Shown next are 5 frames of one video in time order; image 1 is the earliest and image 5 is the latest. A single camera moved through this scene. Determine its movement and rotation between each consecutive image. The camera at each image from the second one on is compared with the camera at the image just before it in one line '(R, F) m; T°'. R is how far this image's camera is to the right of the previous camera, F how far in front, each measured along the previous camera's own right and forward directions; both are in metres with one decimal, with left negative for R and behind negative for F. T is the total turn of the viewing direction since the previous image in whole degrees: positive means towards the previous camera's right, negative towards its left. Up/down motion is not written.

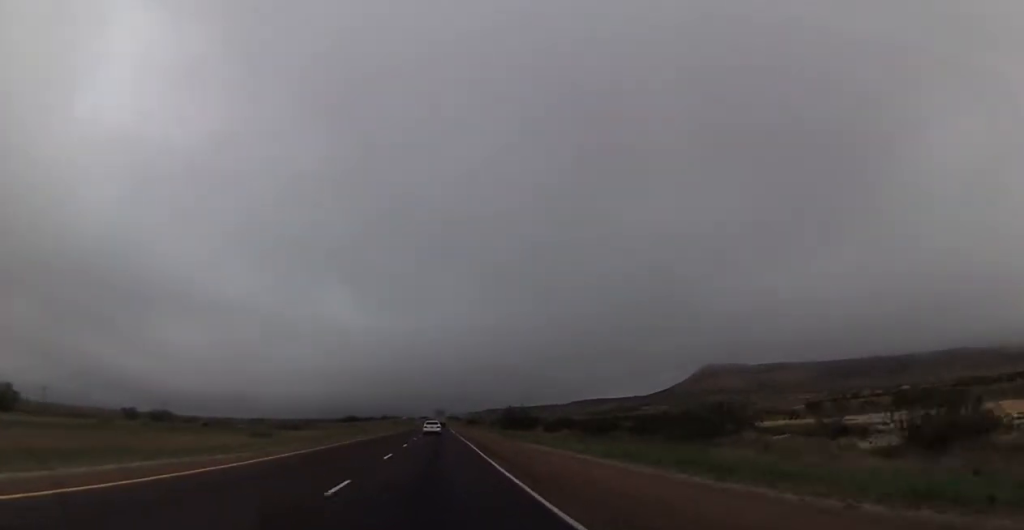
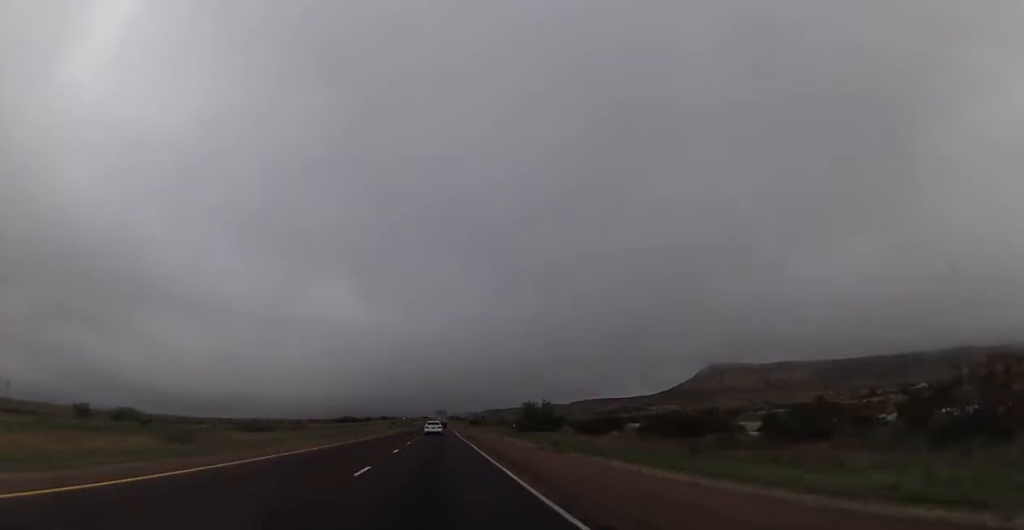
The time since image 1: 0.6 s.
(+0.2, +20.4) m; +1°
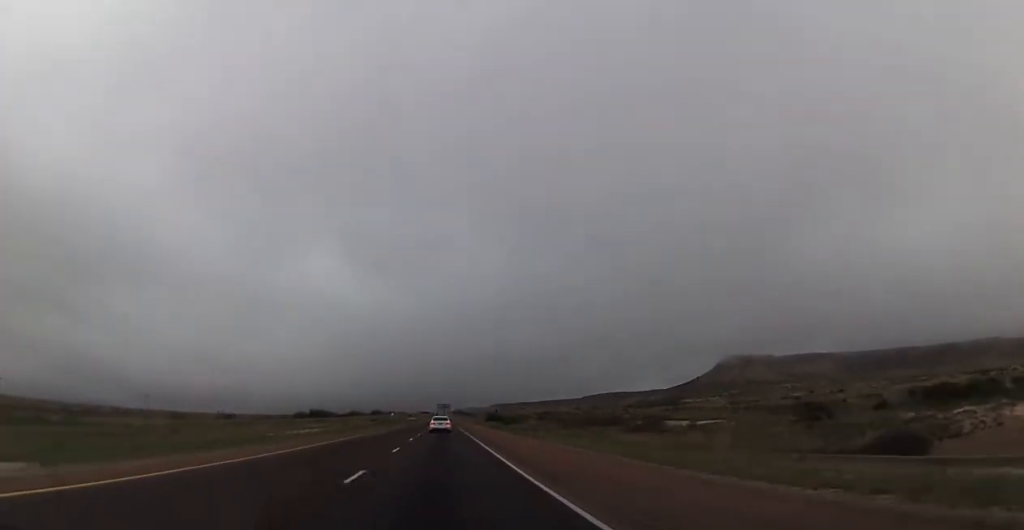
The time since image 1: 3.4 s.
(0.0, +100.6) m; 0°
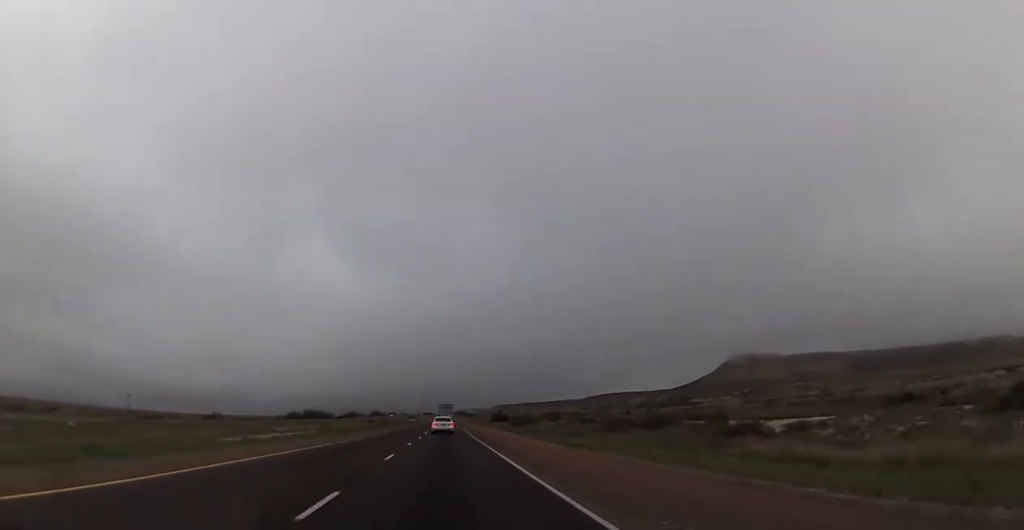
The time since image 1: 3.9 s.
(0.0, +17.6) m; 0°
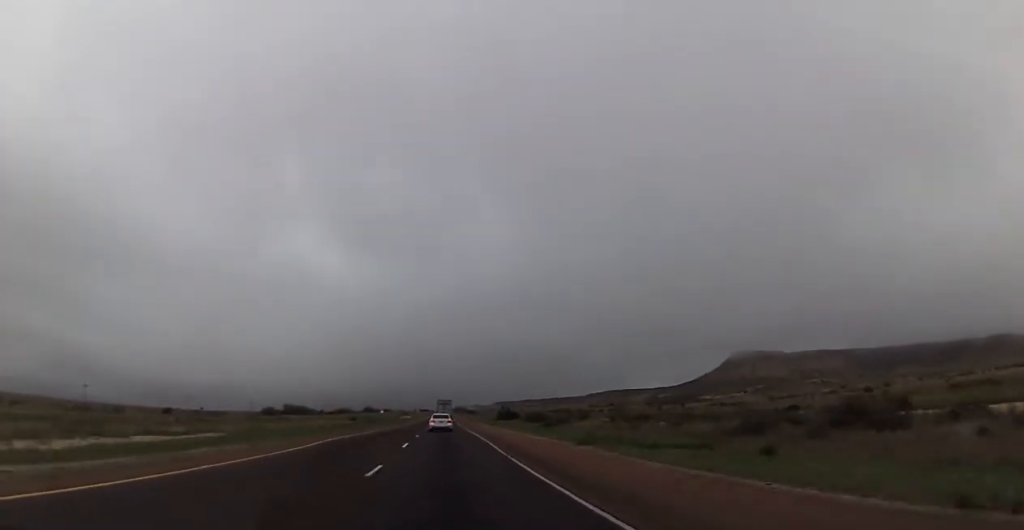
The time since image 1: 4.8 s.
(-0.1, +31.5) m; -1°
